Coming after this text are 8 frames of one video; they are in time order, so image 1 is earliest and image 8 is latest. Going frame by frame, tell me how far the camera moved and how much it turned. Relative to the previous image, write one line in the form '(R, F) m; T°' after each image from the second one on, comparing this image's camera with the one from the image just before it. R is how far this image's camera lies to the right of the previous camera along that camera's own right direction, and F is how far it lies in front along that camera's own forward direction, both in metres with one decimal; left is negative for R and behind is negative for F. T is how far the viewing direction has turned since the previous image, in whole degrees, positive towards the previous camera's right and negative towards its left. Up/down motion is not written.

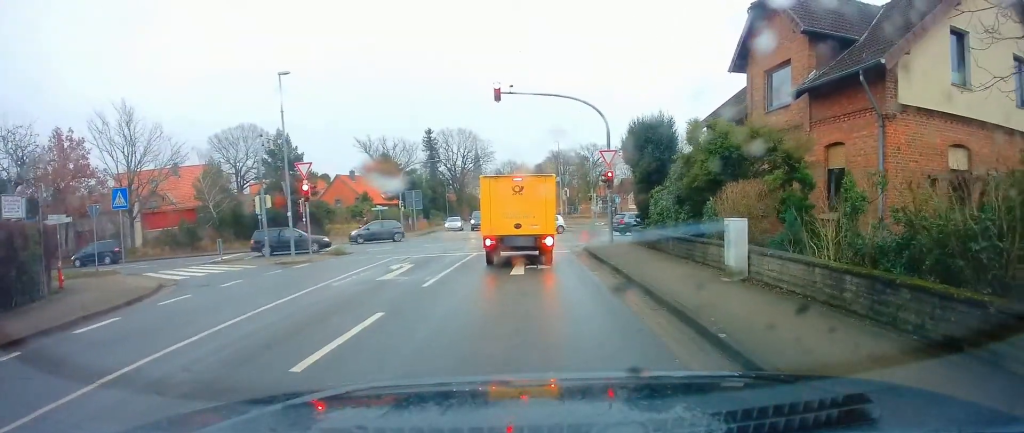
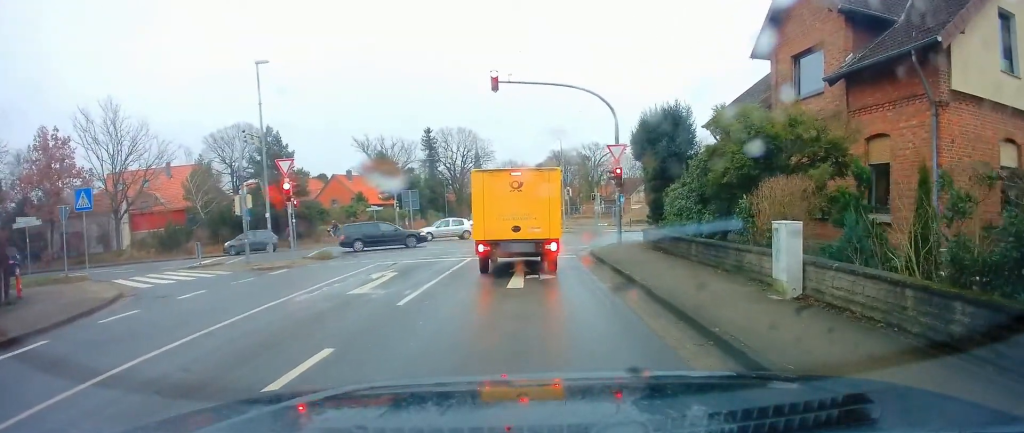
(+0.1, +2.1) m; +3°
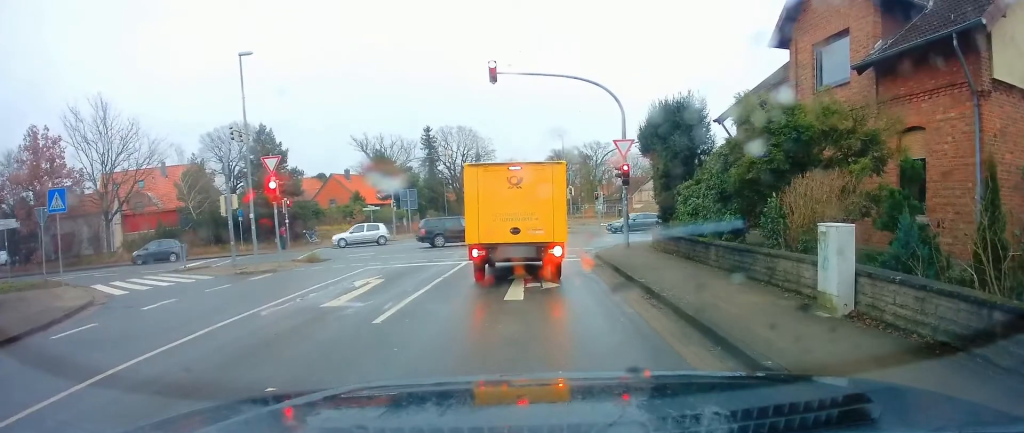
(0.0, +1.3) m; -3°
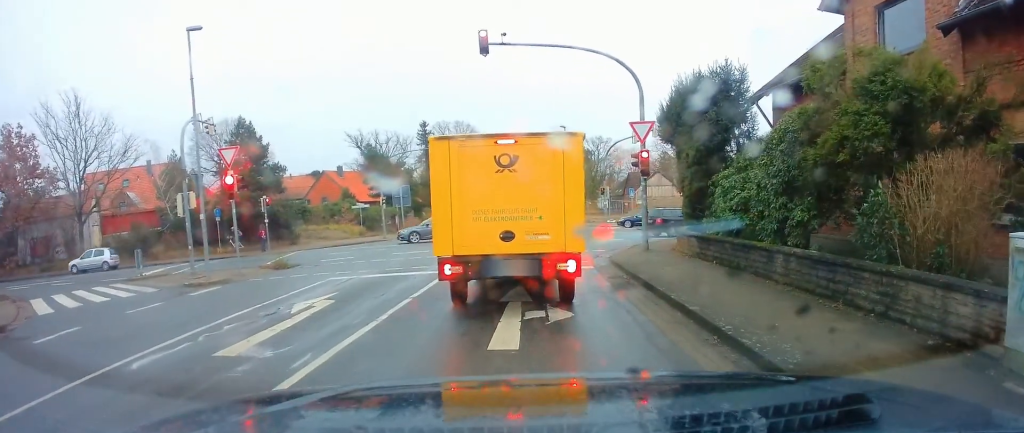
(-0.3, +2.7) m; -6°
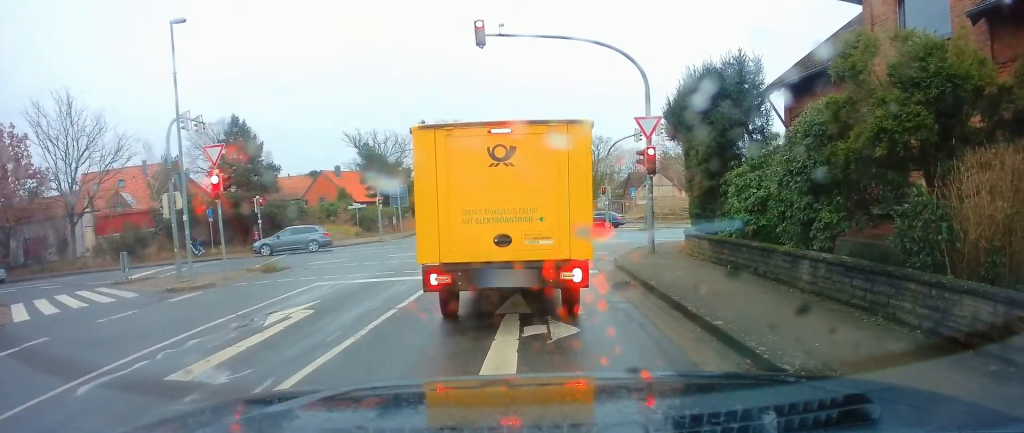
(+0.2, +0.8) m; 0°
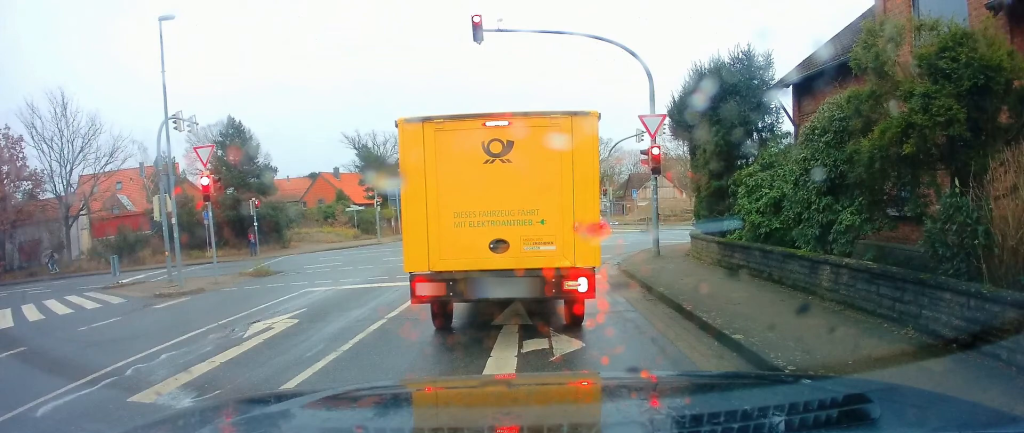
(+0.5, +0.6) m; 0°
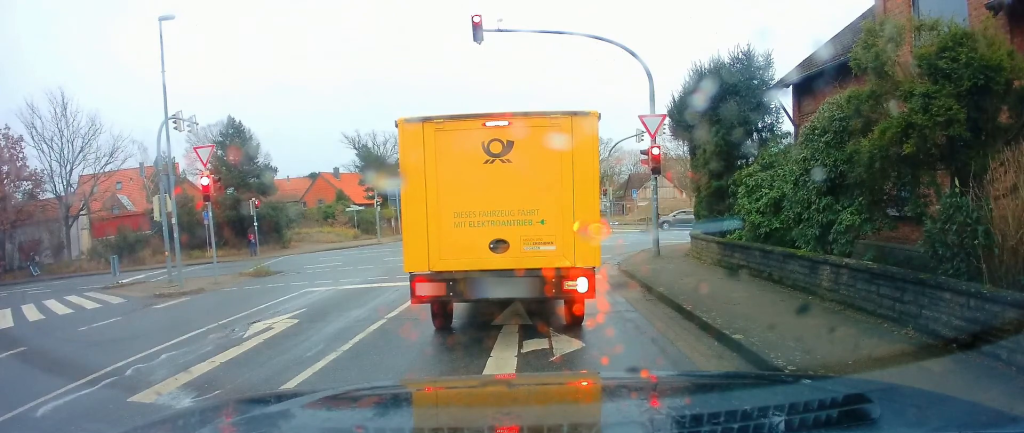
(0.0, 0.0) m; 0°
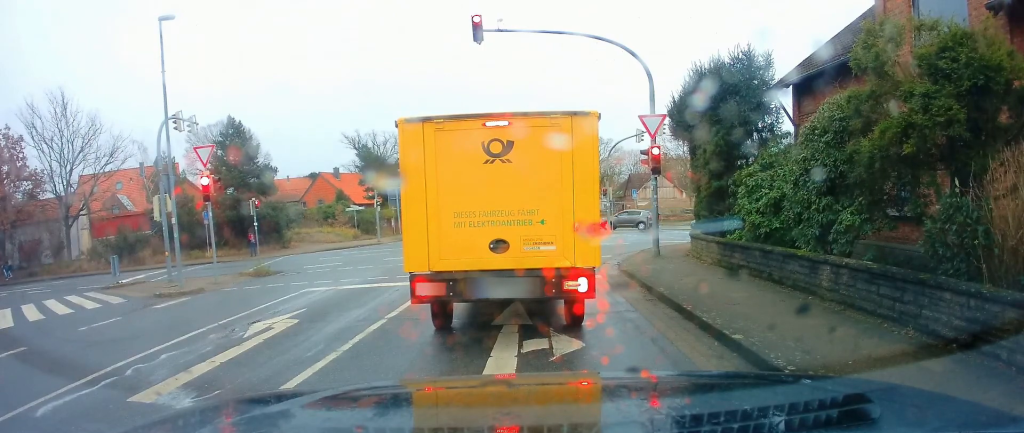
(0.0, 0.0) m; 0°
